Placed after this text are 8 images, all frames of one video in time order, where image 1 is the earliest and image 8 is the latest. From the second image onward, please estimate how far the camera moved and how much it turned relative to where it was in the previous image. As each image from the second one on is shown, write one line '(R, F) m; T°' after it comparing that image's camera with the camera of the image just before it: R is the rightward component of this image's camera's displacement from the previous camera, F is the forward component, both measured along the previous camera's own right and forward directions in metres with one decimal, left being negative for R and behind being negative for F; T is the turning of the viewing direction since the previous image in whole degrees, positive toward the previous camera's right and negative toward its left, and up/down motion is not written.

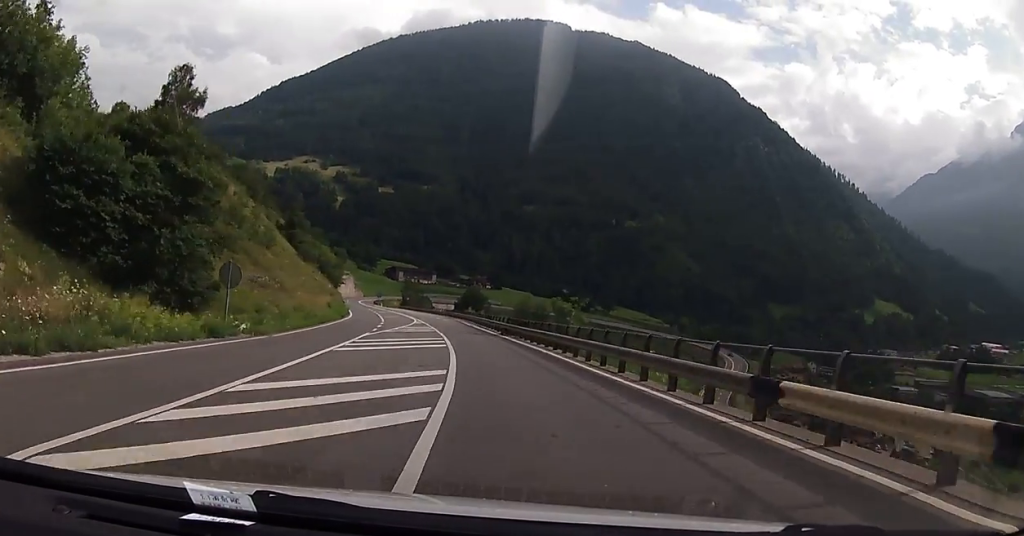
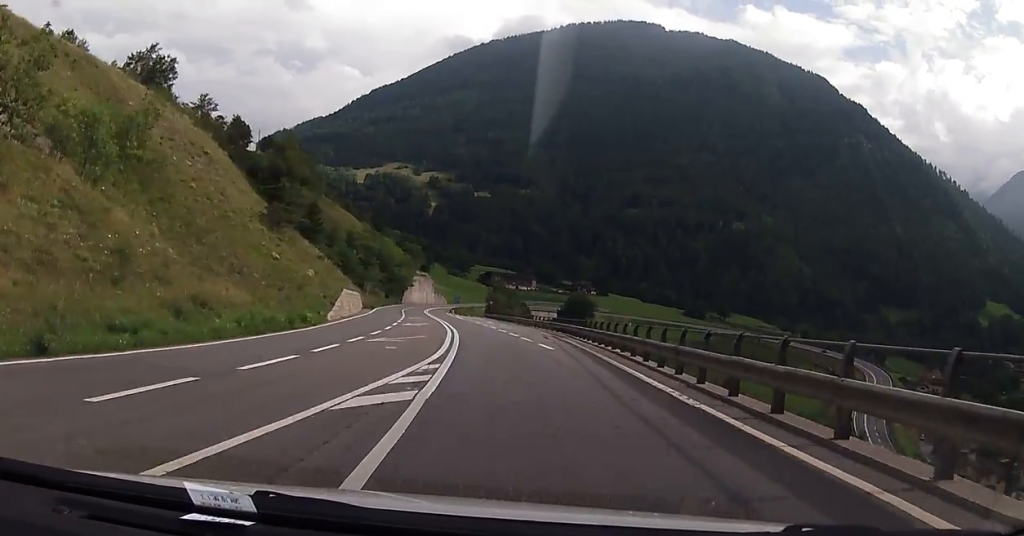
(-4.5, +51.7) m; -9°
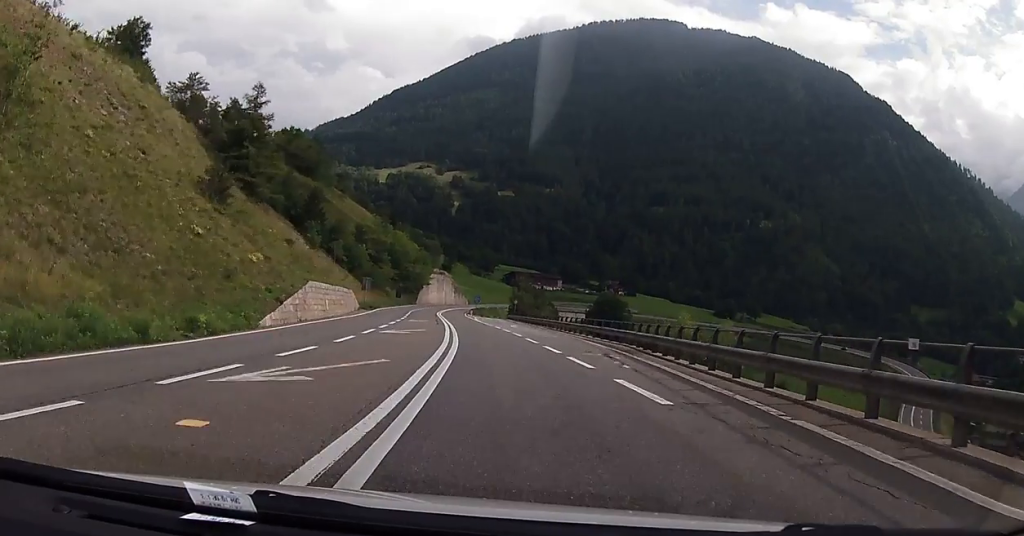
(-0.6, +16.8) m; -3°
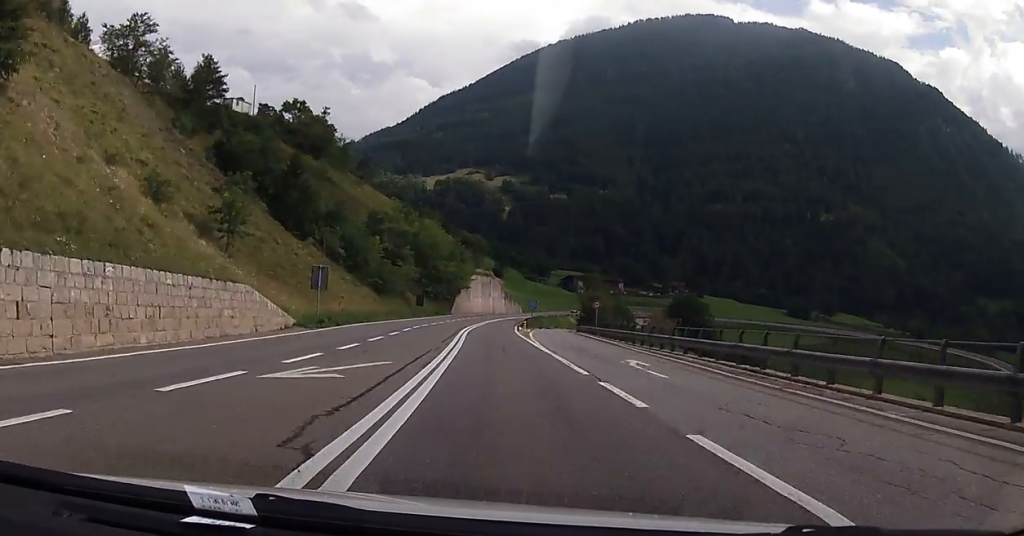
(-1.7, +37.9) m; -4°
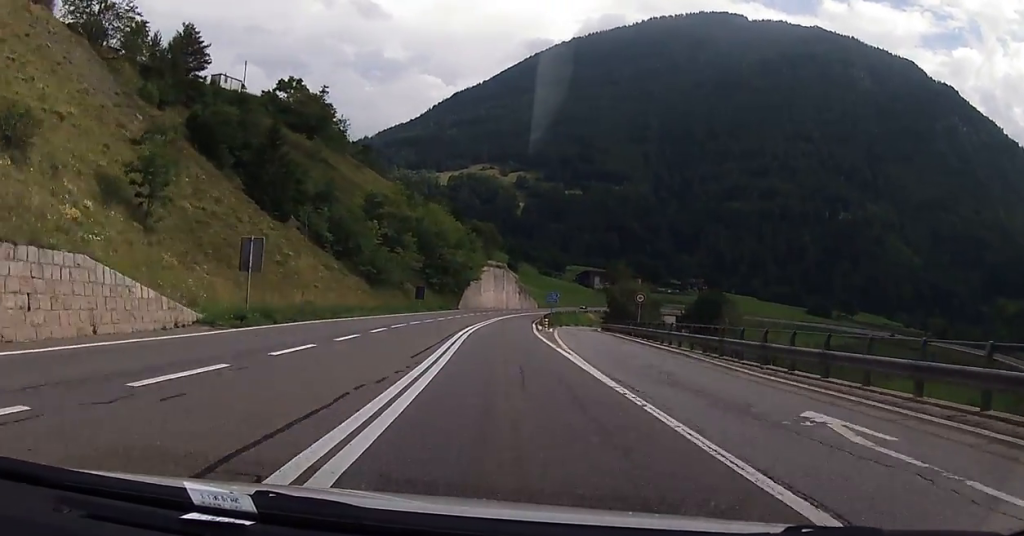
(-0.2, +12.6) m; 0°
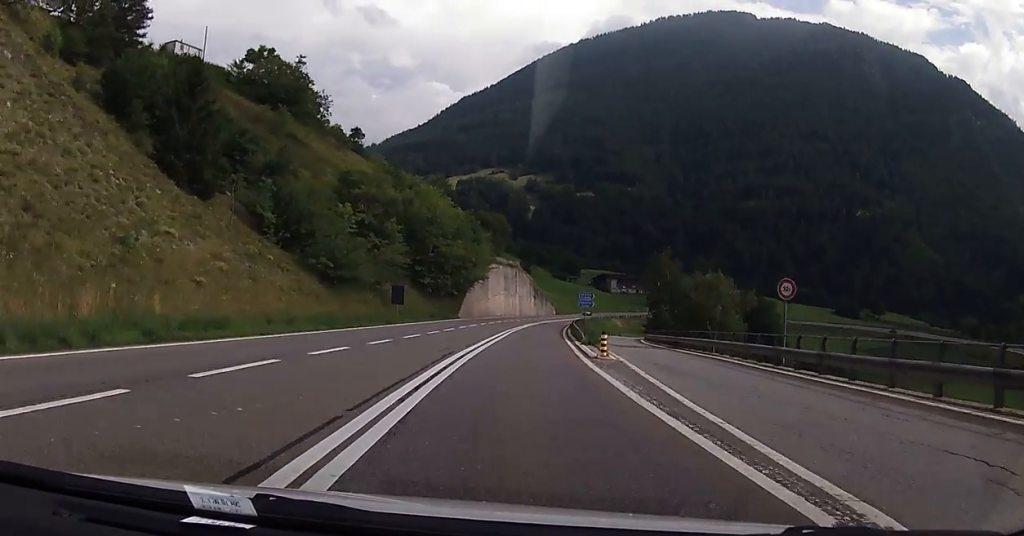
(0.0, +20.9) m; 0°
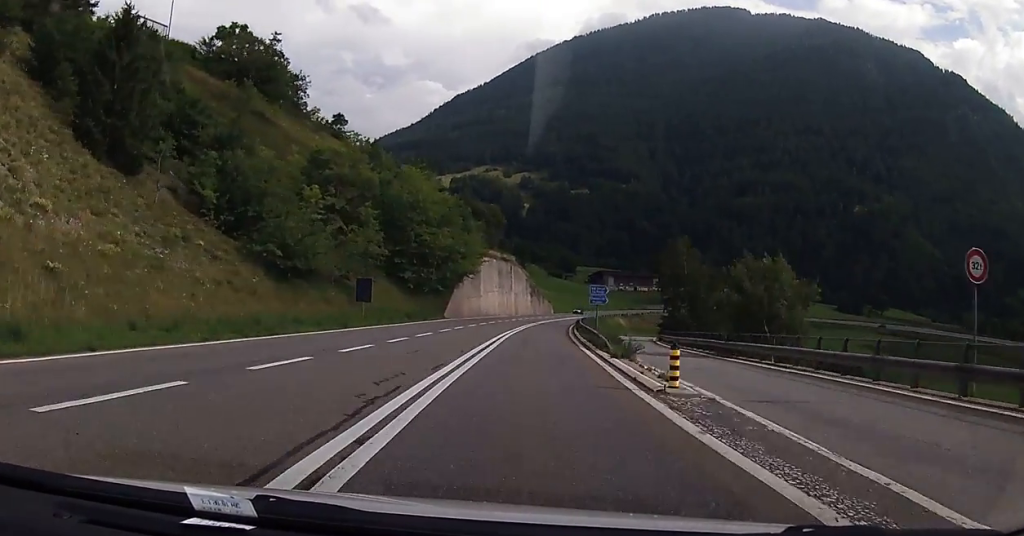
(0.0, +9.9) m; 0°
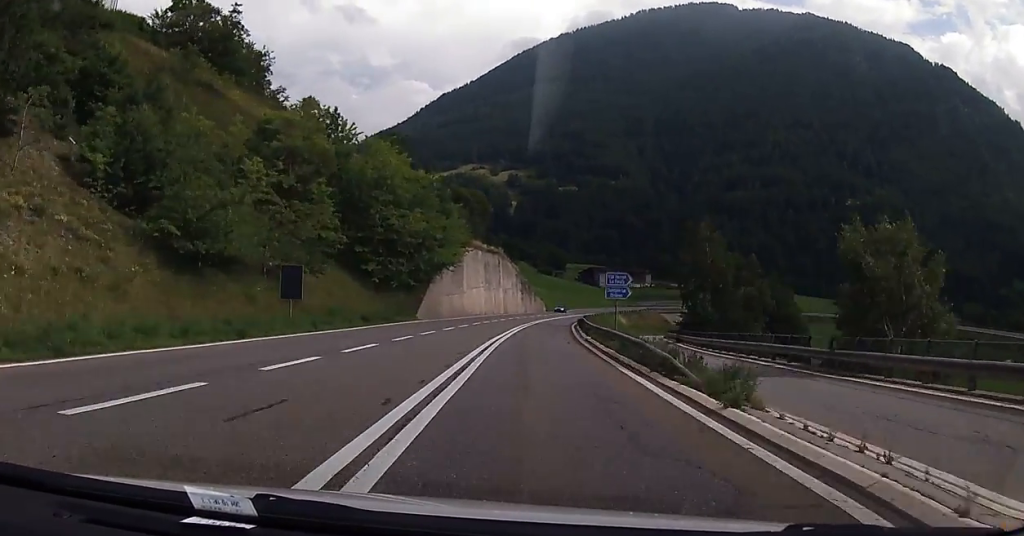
(0.0, +11.3) m; +1°
